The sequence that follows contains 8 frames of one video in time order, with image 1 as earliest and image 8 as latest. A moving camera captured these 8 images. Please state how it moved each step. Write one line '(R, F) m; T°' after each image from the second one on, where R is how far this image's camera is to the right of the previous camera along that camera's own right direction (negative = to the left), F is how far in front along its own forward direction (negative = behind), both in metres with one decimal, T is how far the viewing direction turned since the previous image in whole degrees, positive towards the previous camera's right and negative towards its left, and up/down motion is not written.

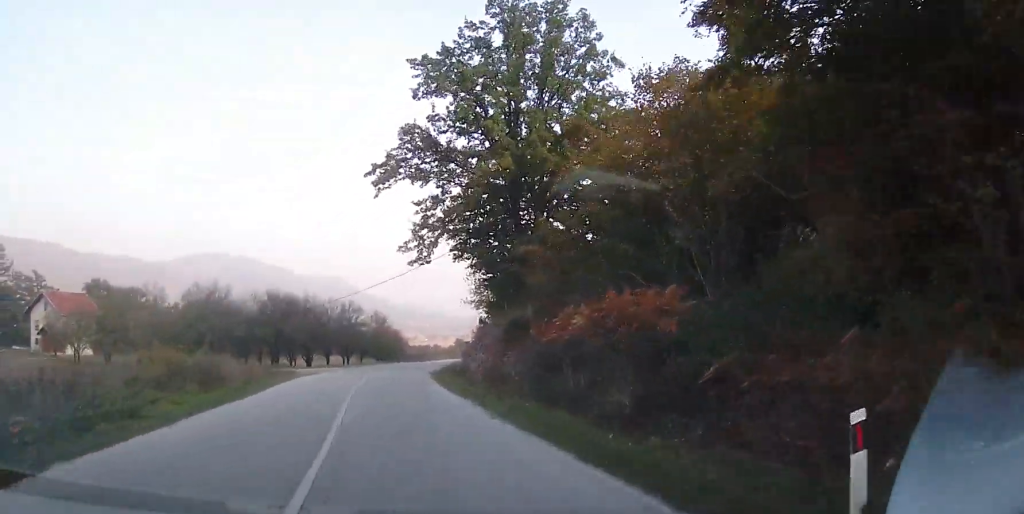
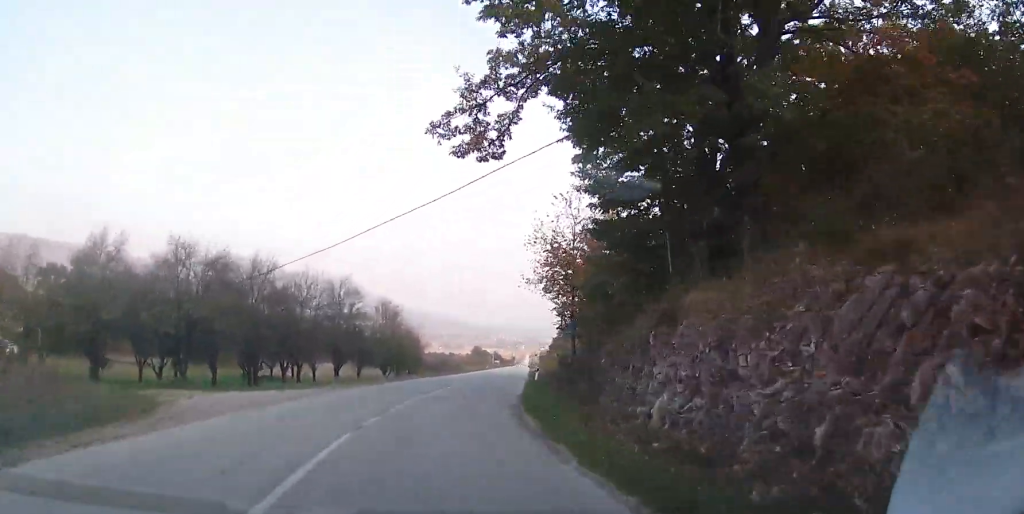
(-1.7, +24.3) m; -2°
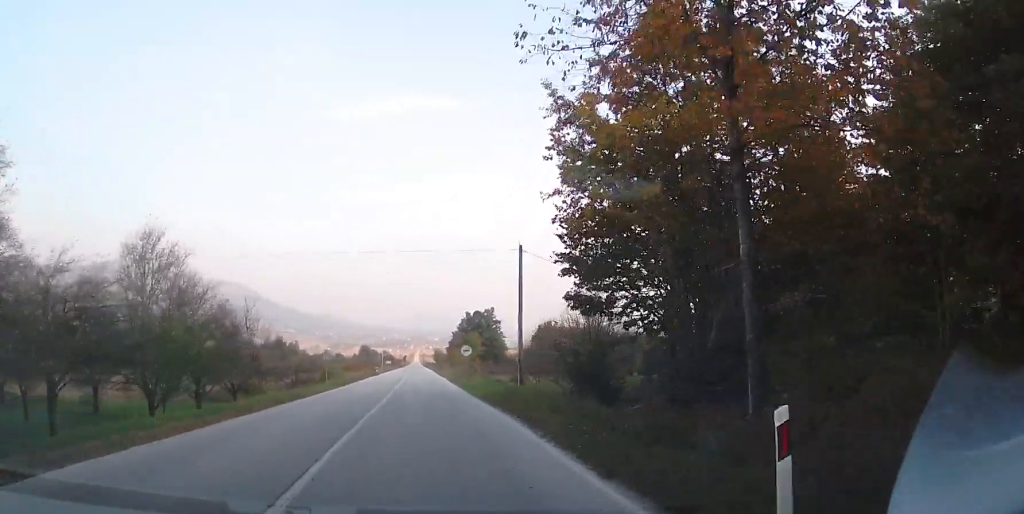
(+2.9, +29.9) m; +9°
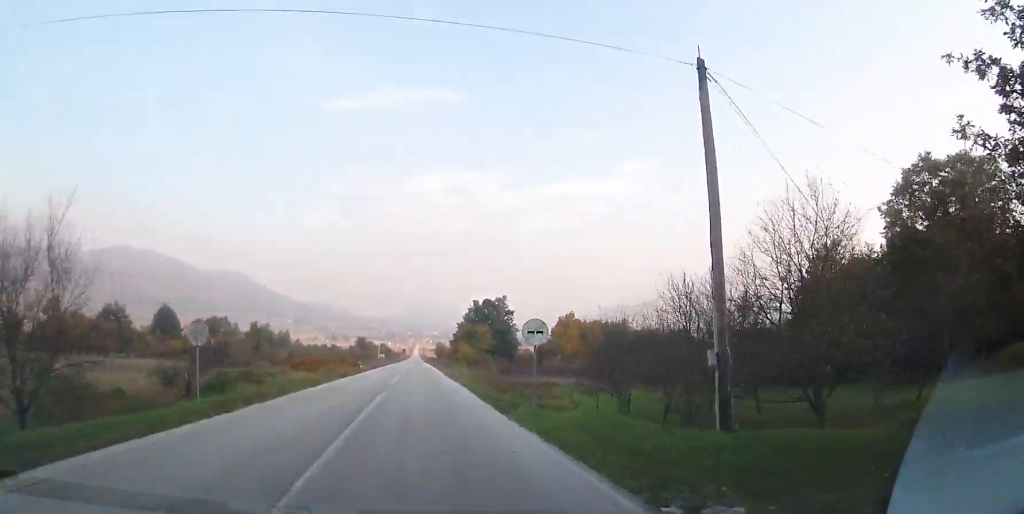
(+0.2, +19.6) m; +2°
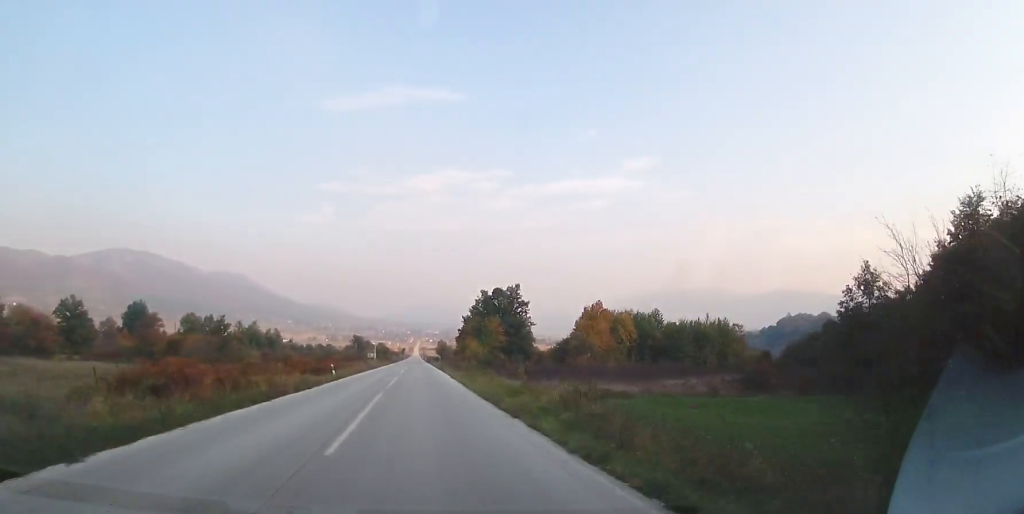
(+0.3, +18.2) m; +1°
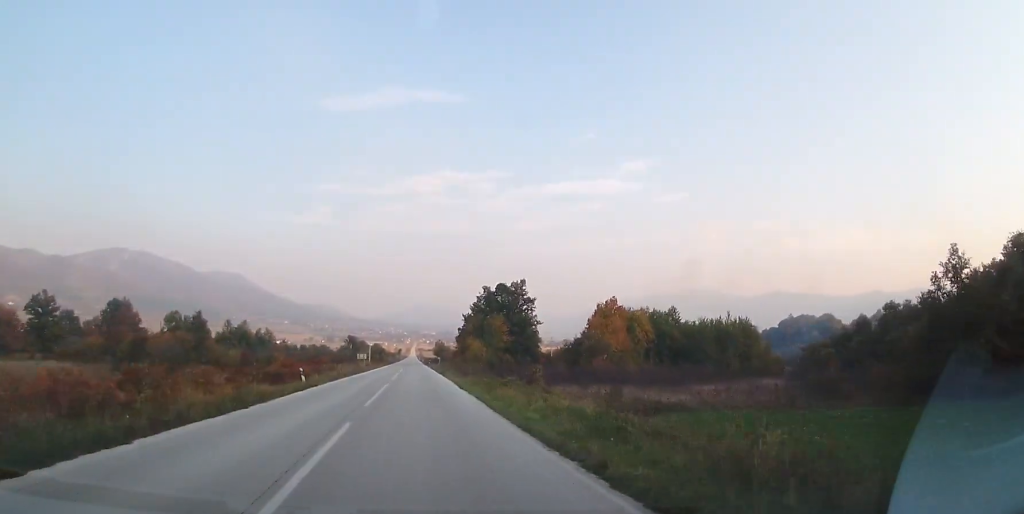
(-0.1, +9.3) m; 0°
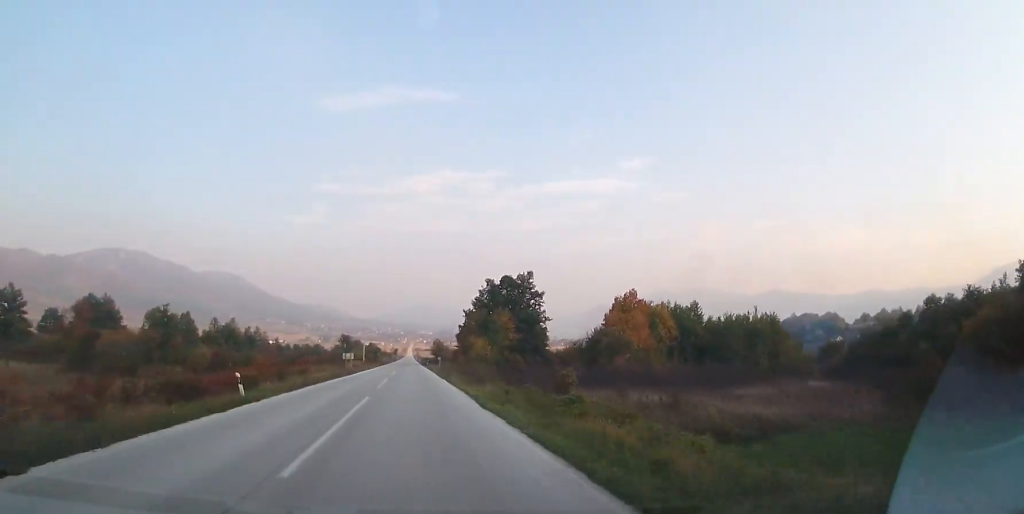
(0.0, +10.1) m; 0°
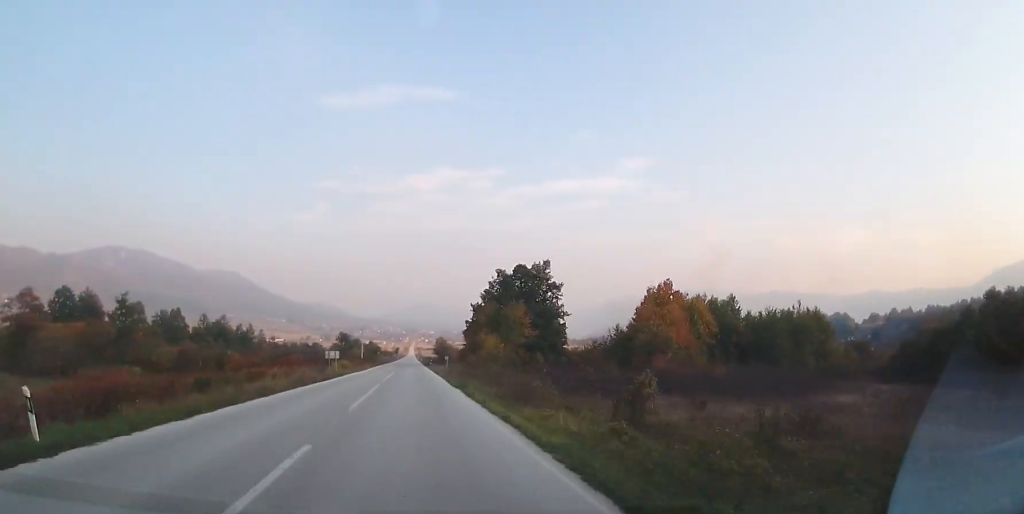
(+0.2, +11.6) m; 0°
